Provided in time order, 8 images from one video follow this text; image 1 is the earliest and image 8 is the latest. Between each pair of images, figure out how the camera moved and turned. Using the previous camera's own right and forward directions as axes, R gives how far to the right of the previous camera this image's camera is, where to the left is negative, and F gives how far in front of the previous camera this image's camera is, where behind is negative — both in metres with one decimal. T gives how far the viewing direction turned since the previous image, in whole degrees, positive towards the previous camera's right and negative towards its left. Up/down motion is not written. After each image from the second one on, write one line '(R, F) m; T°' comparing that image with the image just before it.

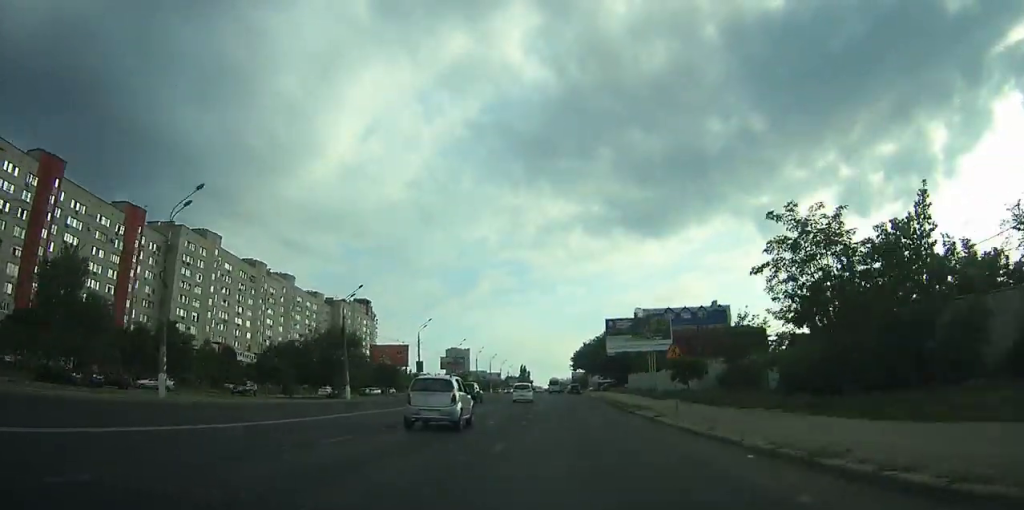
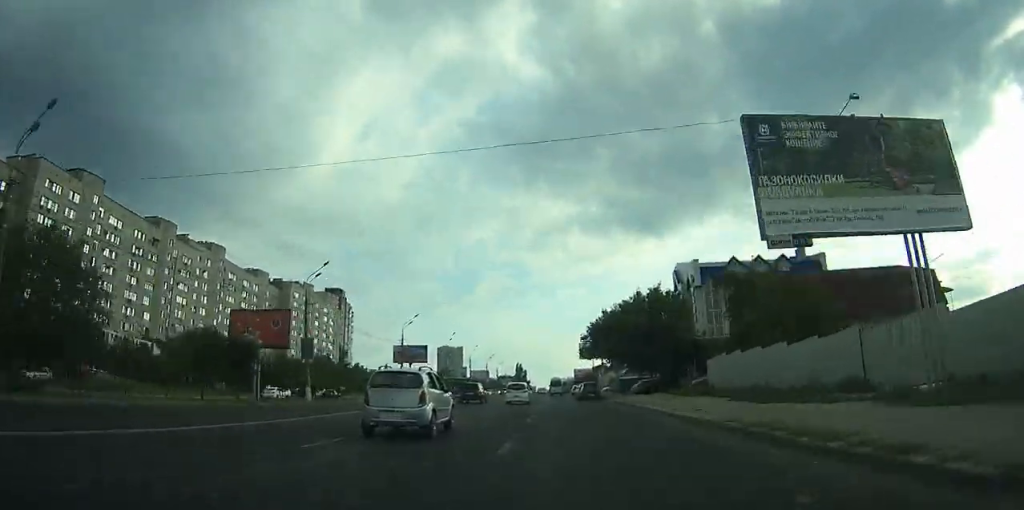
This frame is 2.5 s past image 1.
(0.0, +39.4) m; 0°
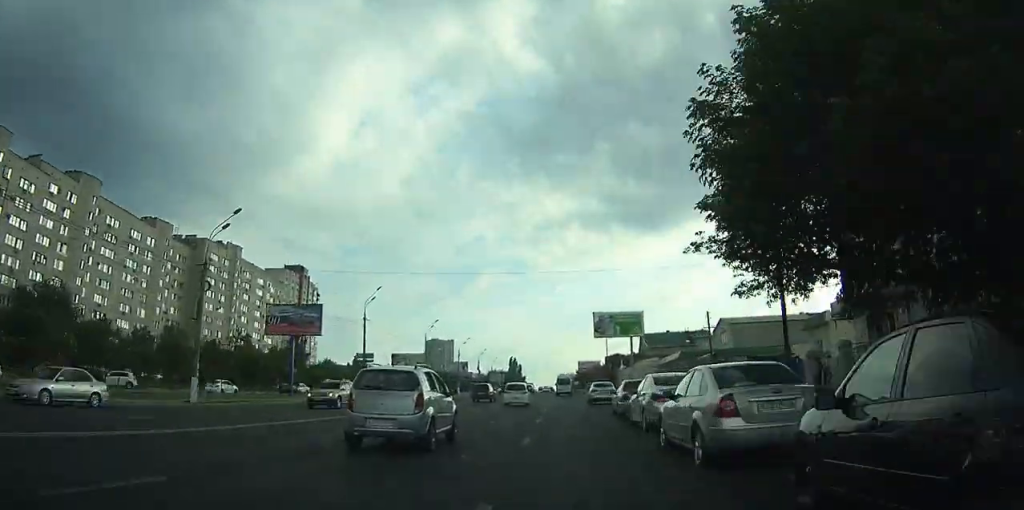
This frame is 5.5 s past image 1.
(+0.2, +46.0) m; +1°
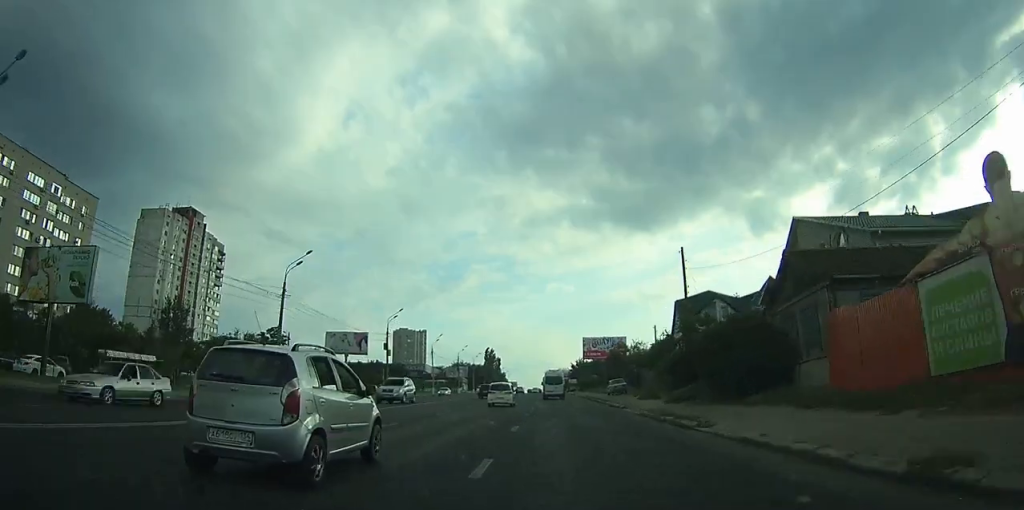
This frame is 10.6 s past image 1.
(+0.8, +78.2) m; 0°
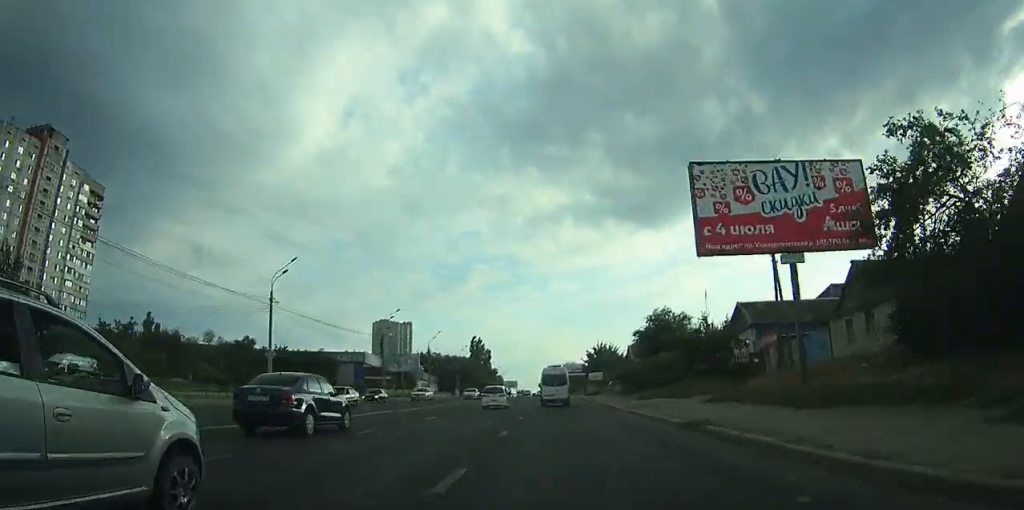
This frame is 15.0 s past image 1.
(-0.3, +63.5) m; -1°
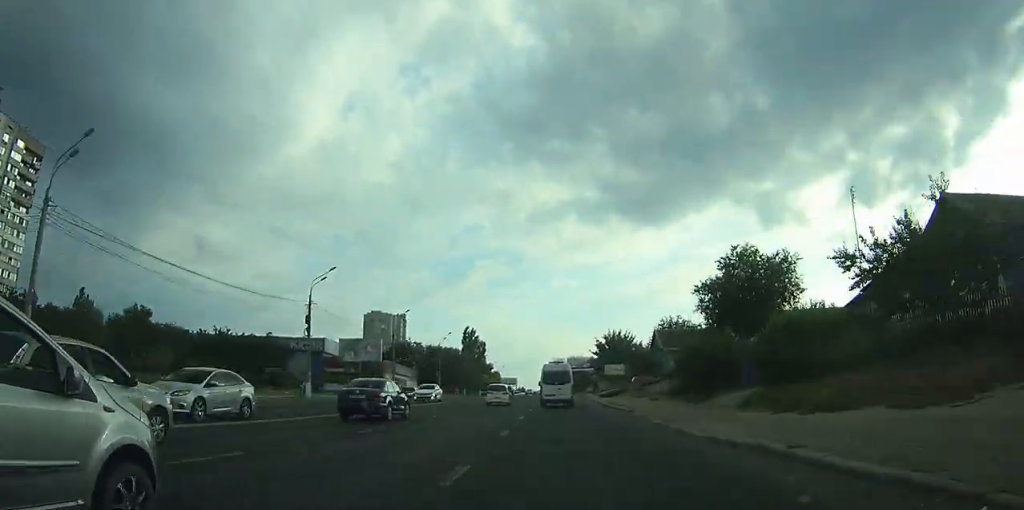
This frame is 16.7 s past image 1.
(-0.1, +22.5) m; 0°
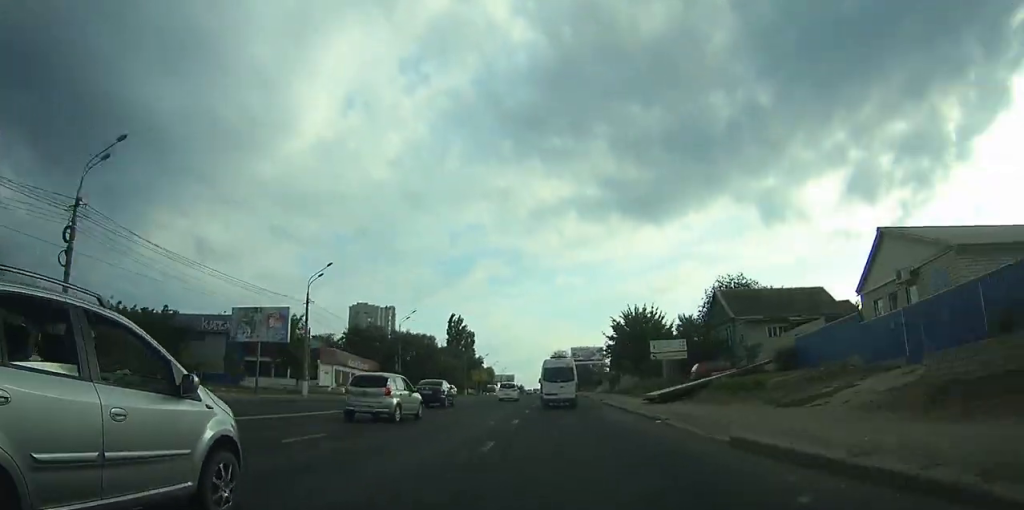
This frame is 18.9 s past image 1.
(-0.1, +28.1) m; 0°
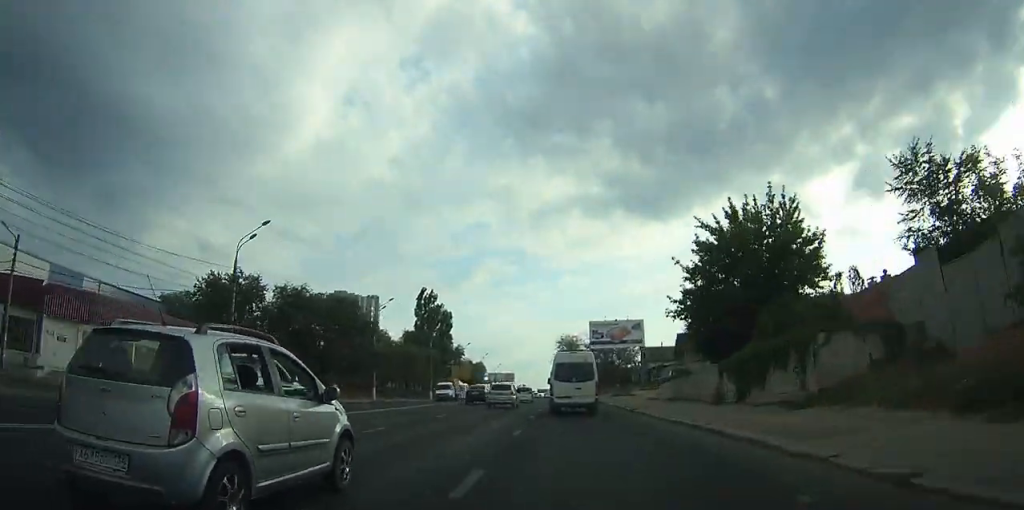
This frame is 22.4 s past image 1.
(-0.2, +42.5) m; -1°
